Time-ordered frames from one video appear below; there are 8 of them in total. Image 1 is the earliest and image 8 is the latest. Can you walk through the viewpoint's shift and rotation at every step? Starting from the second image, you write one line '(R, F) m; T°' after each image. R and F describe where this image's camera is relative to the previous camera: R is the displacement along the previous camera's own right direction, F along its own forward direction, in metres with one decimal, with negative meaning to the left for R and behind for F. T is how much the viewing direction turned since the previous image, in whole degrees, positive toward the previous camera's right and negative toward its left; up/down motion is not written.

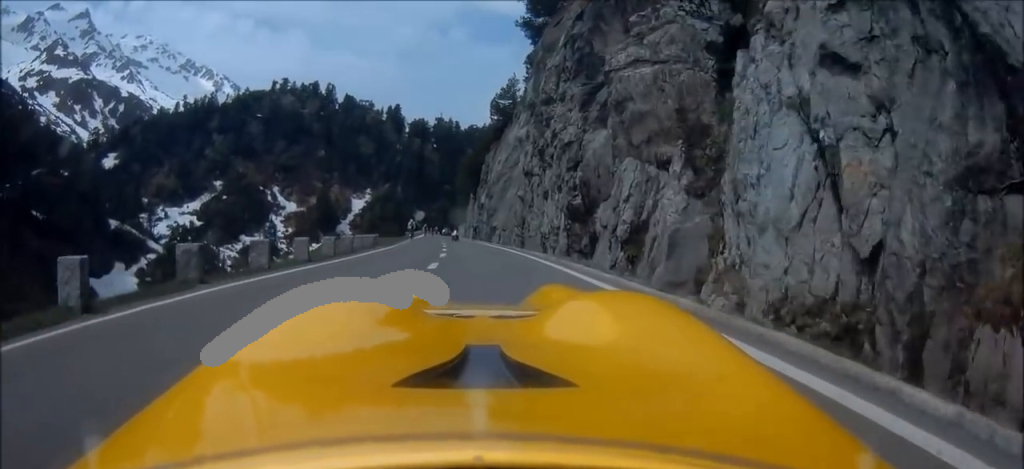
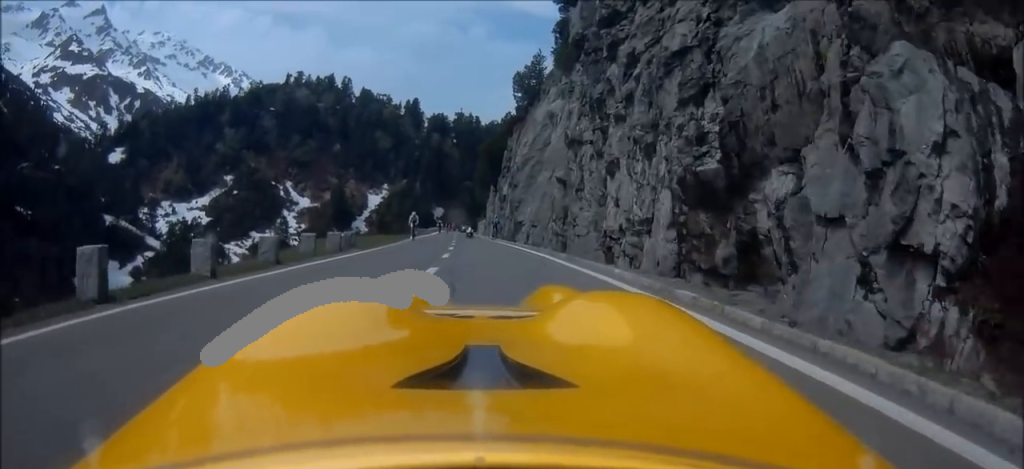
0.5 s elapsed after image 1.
(-0.2, +8.7) m; -1°
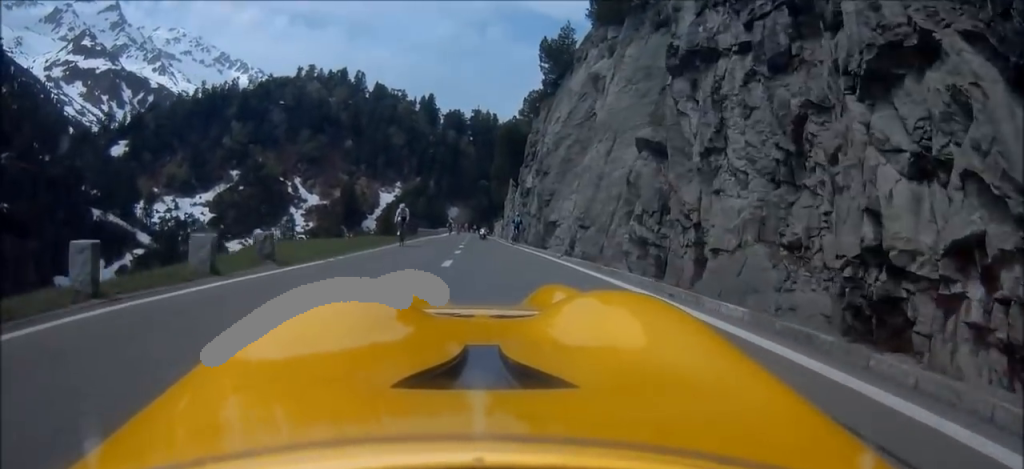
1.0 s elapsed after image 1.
(-0.1, +9.2) m; -1°
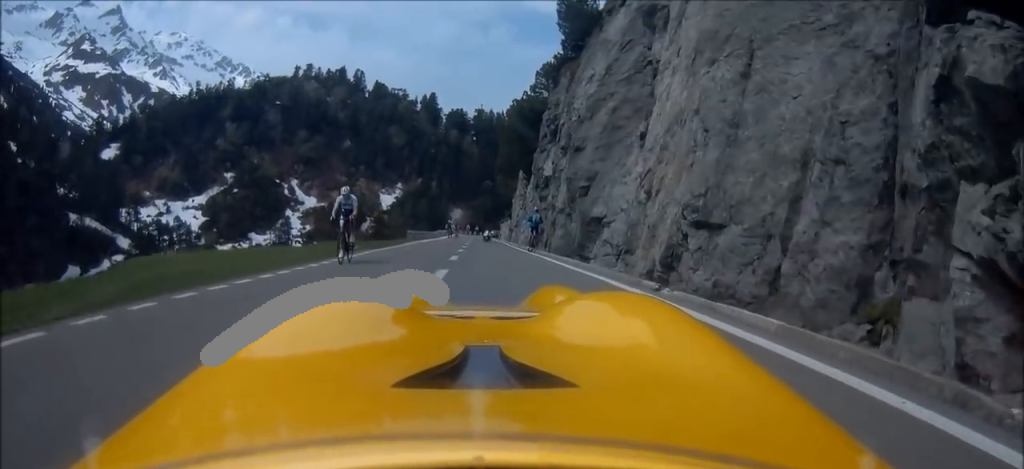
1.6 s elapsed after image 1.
(-0.2, +8.7) m; 0°
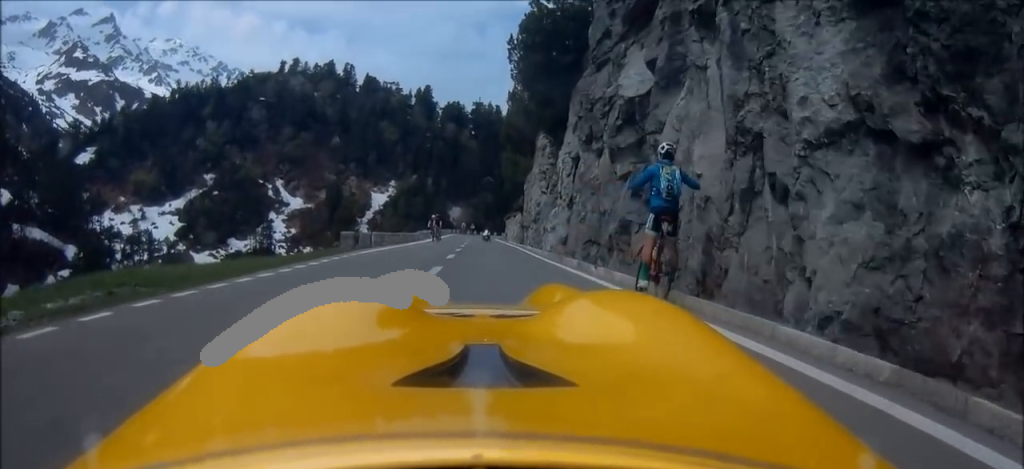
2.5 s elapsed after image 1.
(+0.1, +16.4) m; -1°
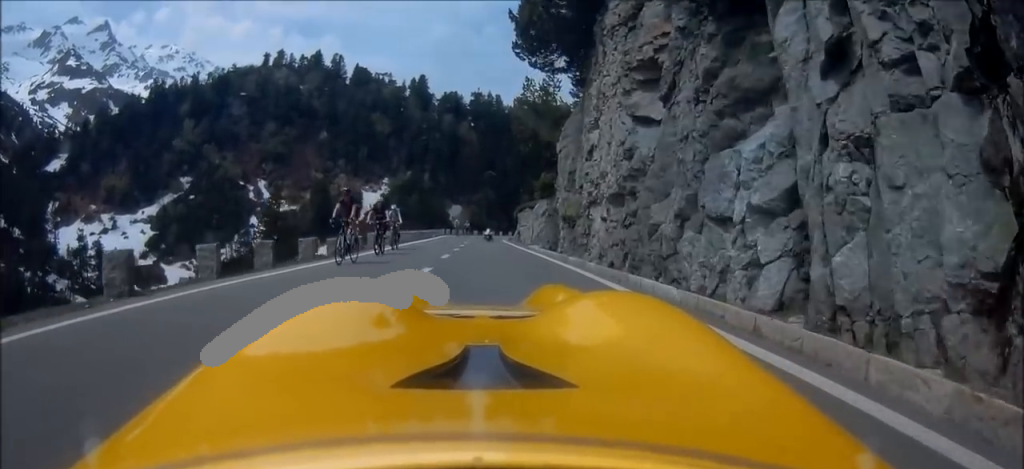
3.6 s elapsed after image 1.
(-0.4, +17.1) m; 0°
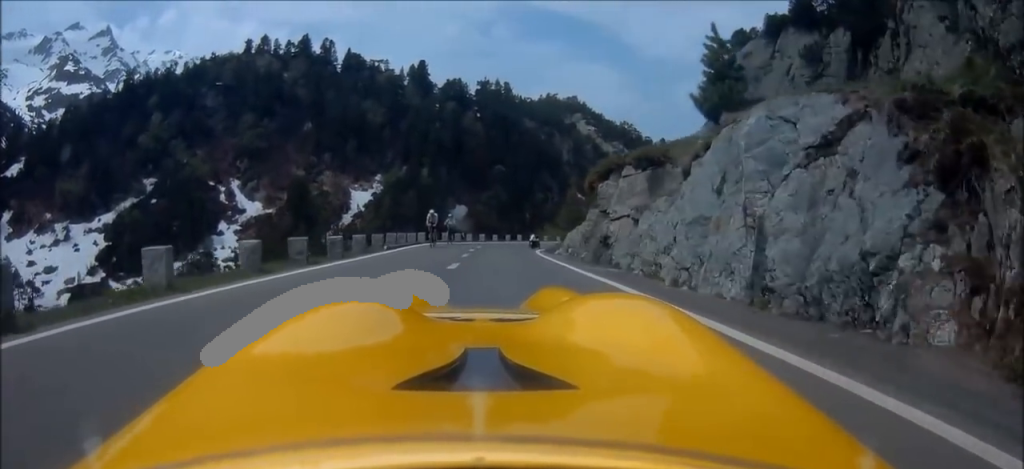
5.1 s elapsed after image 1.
(+1.3, +24.2) m; +5°
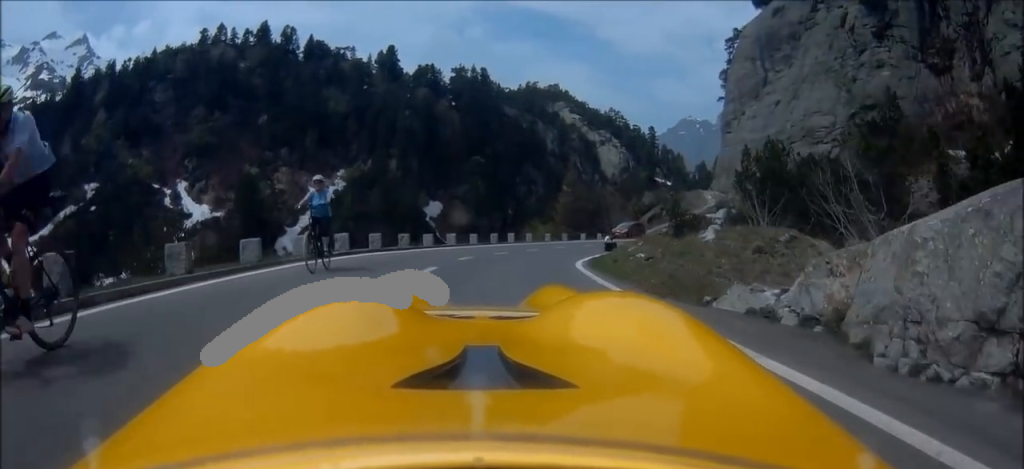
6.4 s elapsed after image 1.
(+0.1, +19.6) m; +1°
